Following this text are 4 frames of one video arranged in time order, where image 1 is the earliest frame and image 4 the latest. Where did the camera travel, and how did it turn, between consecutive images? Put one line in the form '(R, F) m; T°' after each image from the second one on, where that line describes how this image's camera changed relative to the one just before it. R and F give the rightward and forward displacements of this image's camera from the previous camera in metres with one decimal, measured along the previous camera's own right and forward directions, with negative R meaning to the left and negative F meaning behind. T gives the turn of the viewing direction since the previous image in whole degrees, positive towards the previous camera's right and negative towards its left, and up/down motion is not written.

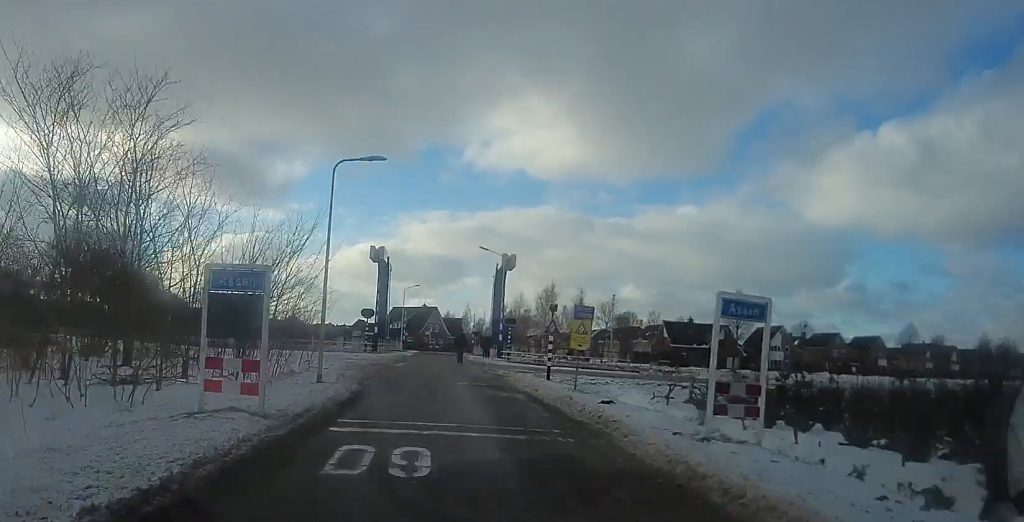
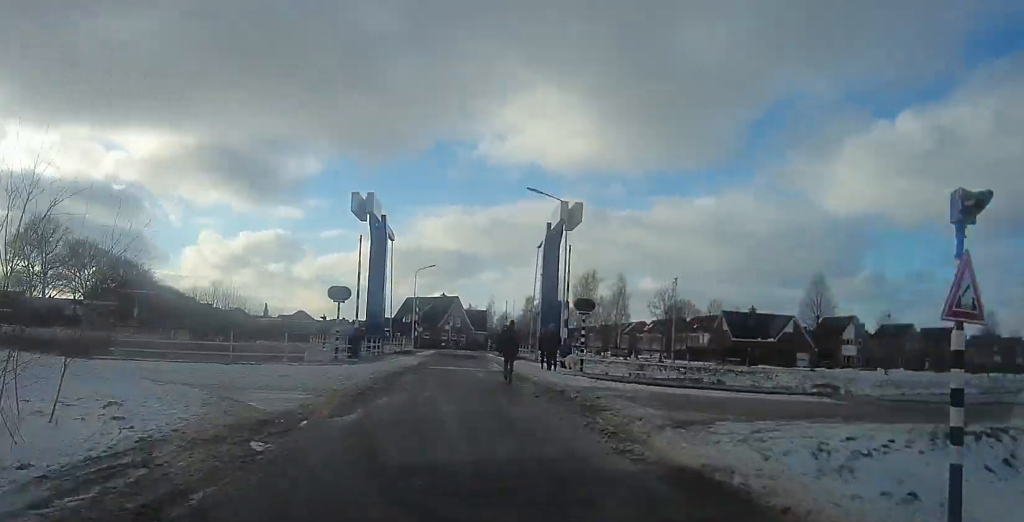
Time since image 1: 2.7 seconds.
(+0.1, +17.5) m; -5°
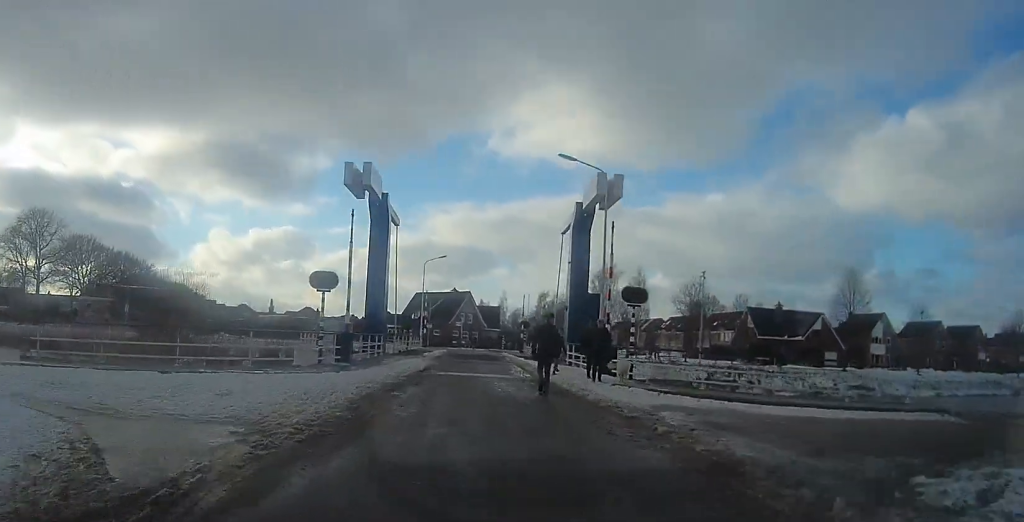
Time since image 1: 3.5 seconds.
(-0.2, +5.0) m; +1°
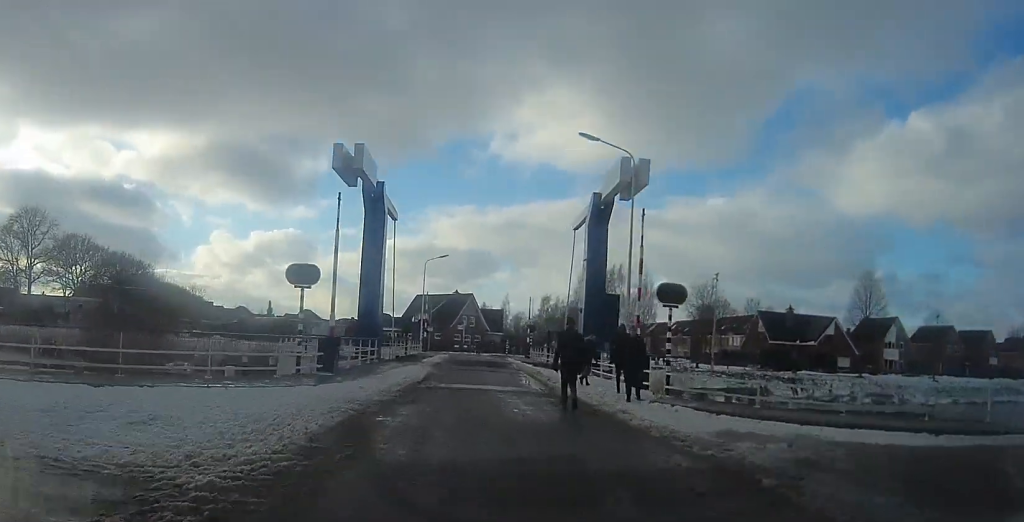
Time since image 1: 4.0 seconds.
(+0.2, +3.1) m; +3°
